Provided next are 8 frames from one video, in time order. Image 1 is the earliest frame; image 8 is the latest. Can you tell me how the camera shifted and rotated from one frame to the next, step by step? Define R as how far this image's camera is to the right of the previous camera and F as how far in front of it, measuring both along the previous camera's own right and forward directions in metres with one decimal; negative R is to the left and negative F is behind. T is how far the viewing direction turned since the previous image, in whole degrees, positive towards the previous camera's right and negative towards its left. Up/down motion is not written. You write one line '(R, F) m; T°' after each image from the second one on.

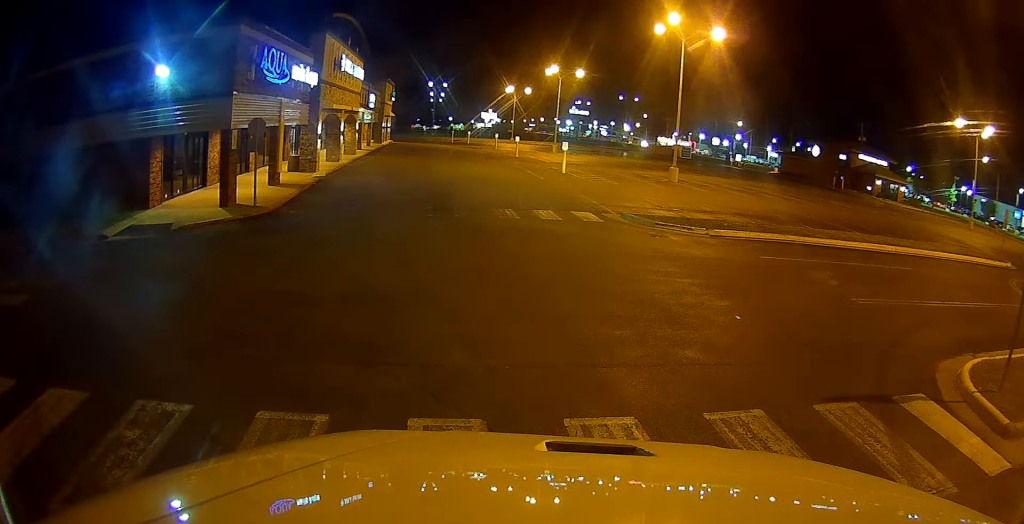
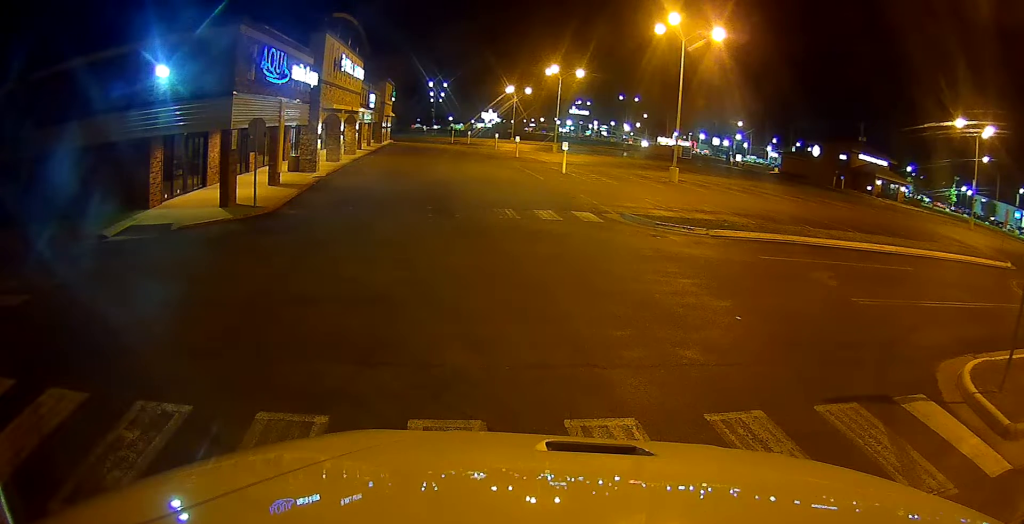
(0.0, +0.2) m; 0°
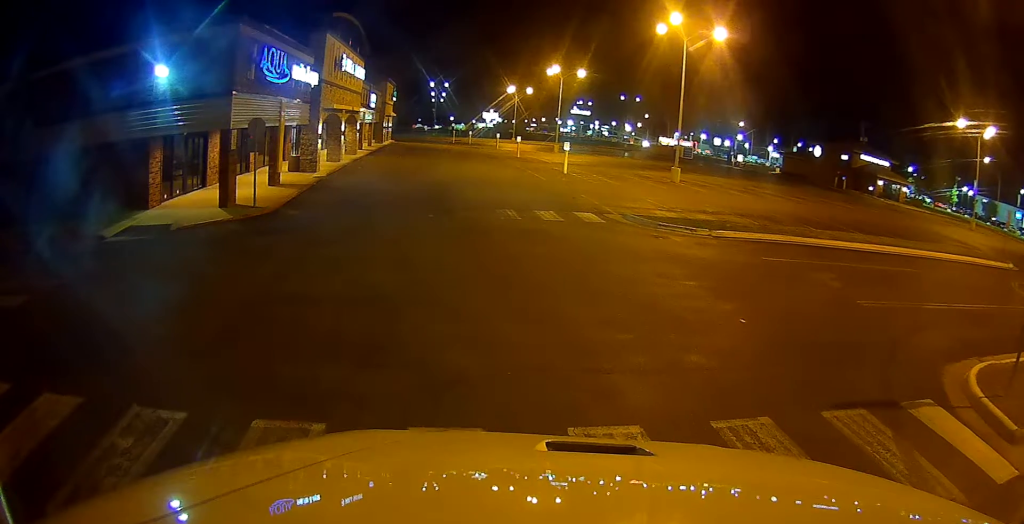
(0.0, 0.0) m; 0°
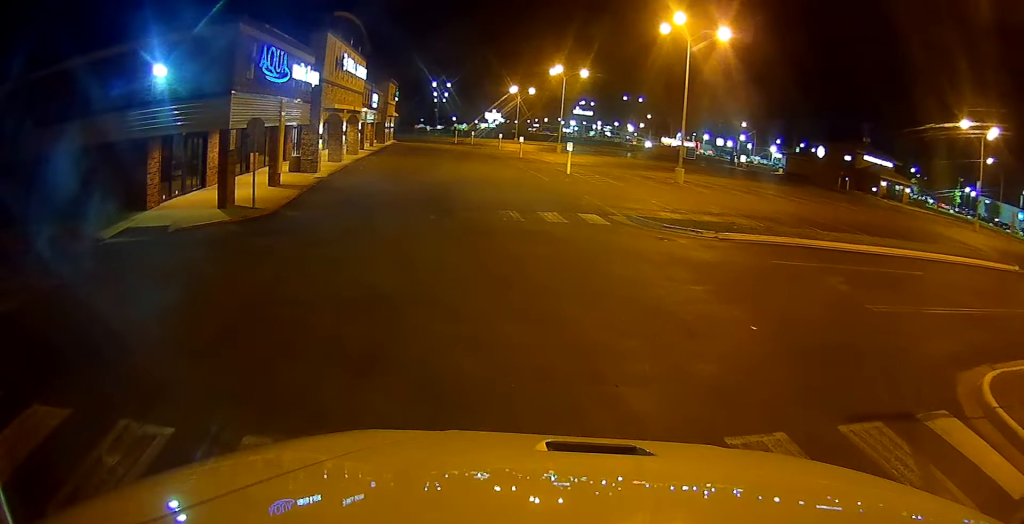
(0.0, +0.1) m; 0°
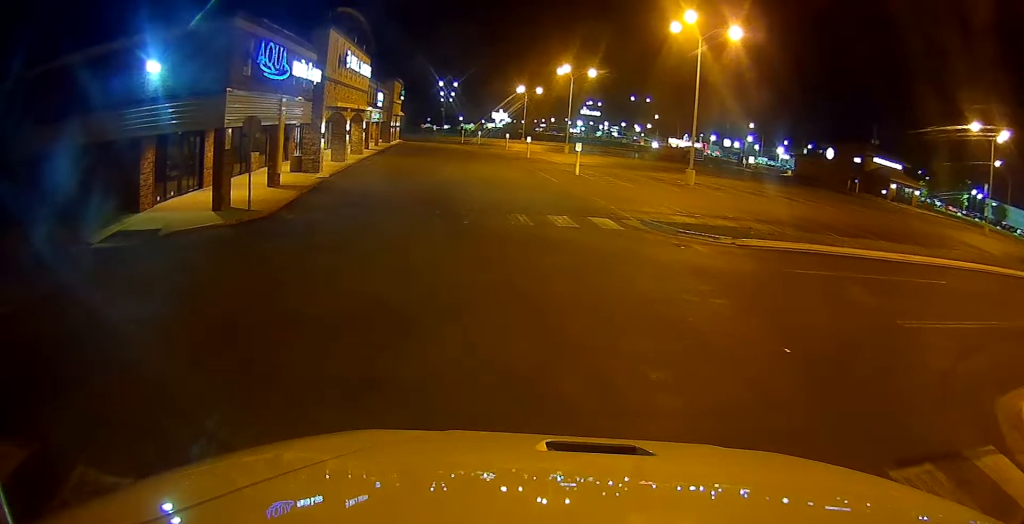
(+0.2, +0.2) m; 0°
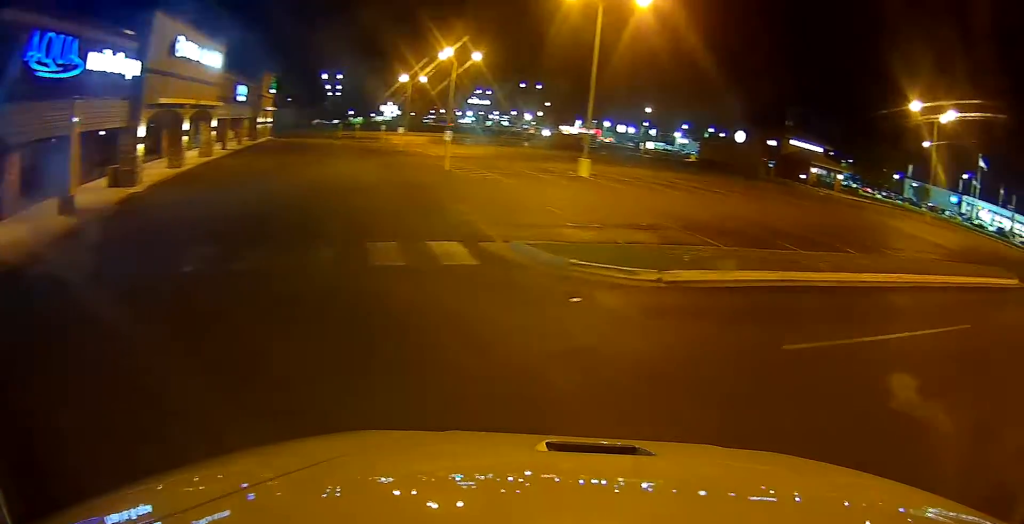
(+0.5, +3.7) m; +5°
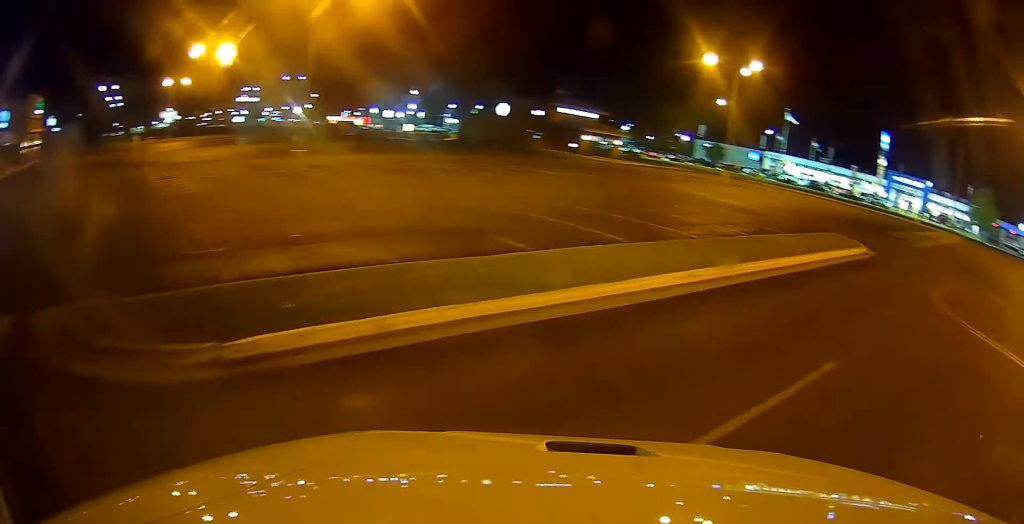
(+0.6, +4.1) m; +26°
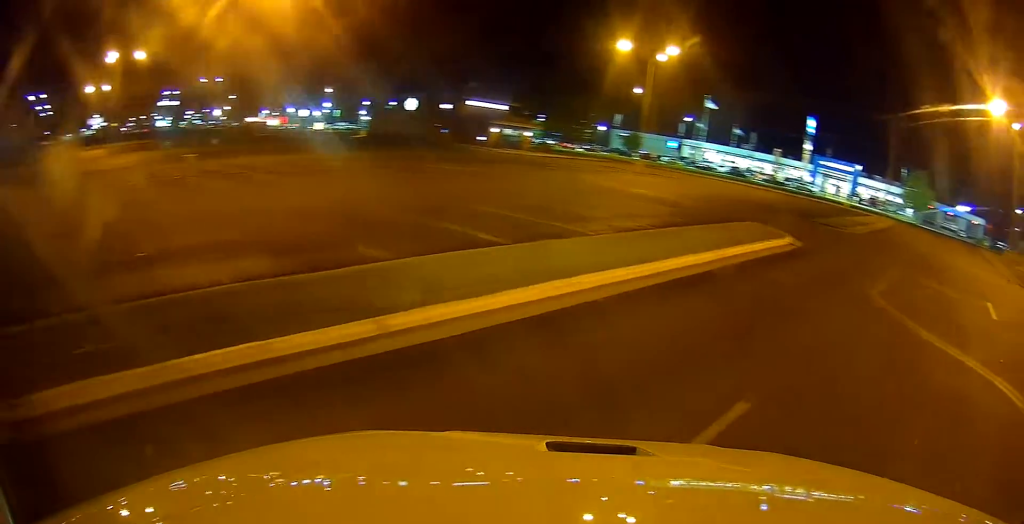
(0.0, +1.4) m; +10°
